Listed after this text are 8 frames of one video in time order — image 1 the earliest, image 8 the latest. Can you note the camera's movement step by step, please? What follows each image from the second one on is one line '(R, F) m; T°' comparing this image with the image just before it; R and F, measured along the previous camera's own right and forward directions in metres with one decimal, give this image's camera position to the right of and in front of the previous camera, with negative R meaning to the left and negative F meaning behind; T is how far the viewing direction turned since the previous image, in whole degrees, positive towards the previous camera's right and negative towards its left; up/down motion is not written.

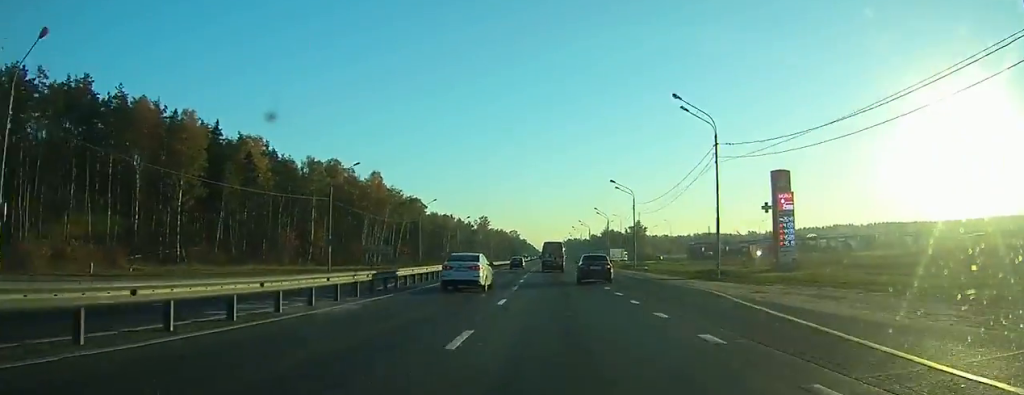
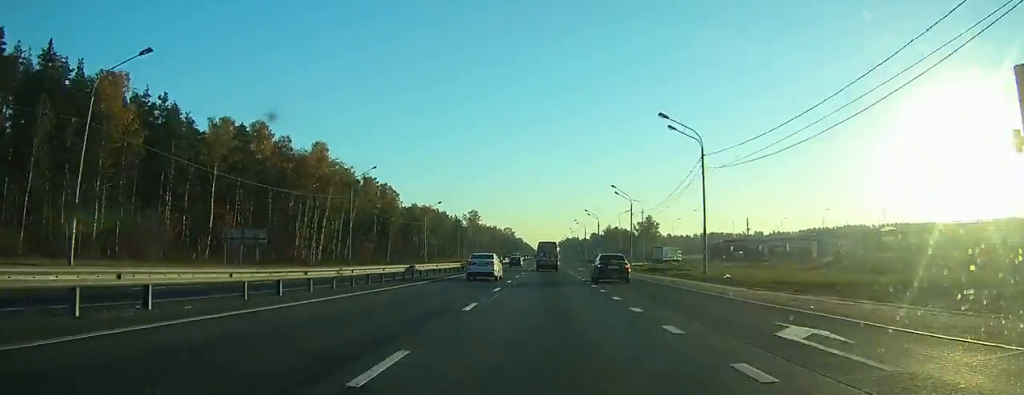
(-0.2, +34.7) m; 0°
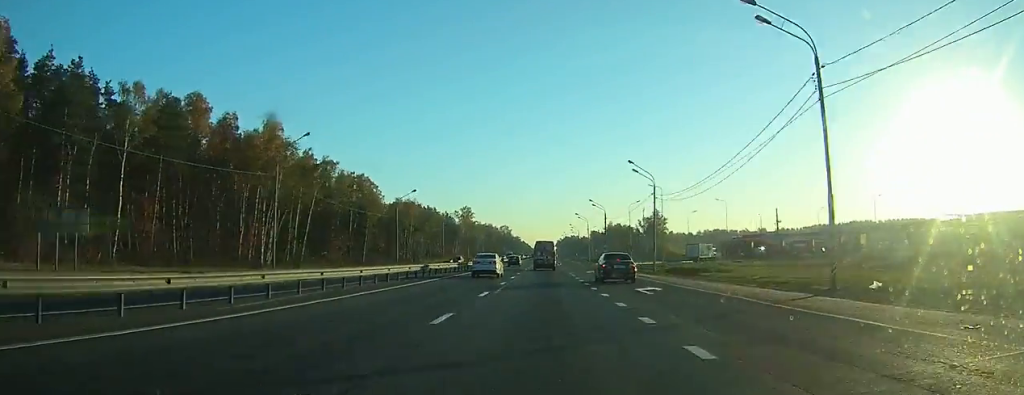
(0.0, +18.0) m; 0°
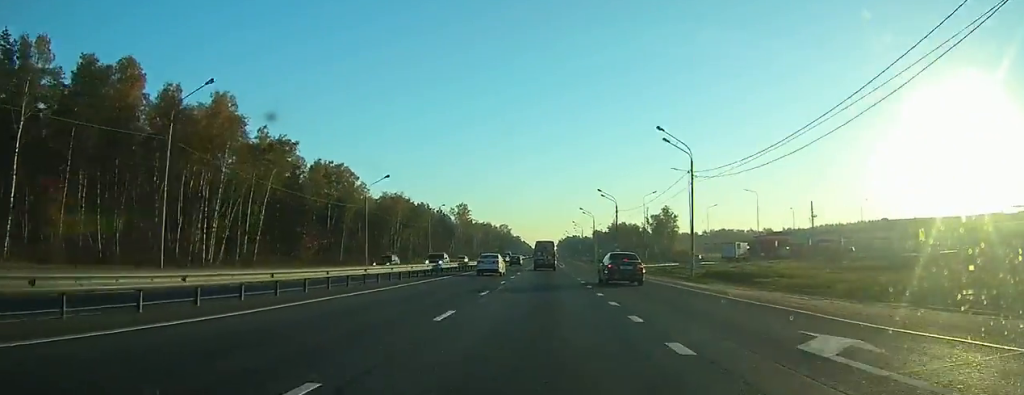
(0.0, +14.7) m; 0°
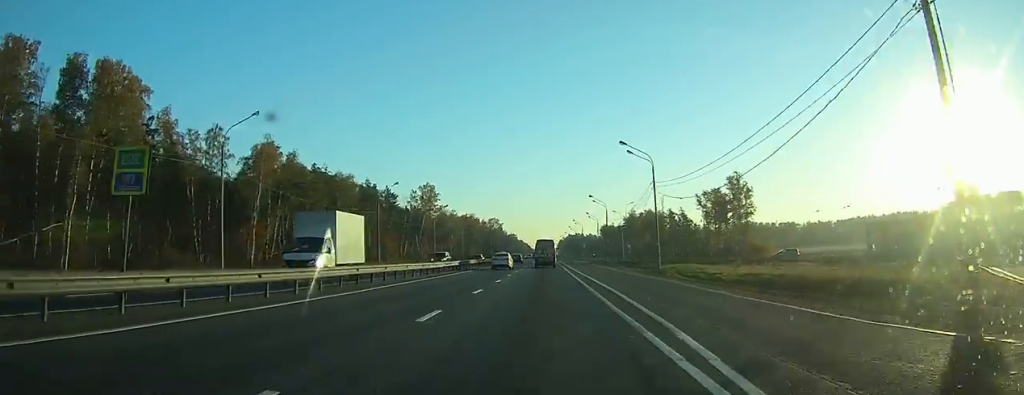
(+0.4, +72.1) m; 0°
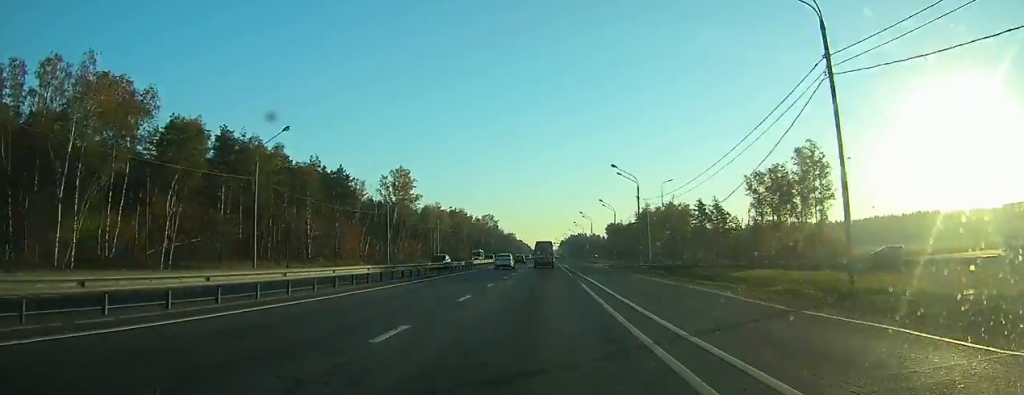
(0.0, +36.4) m; 0°
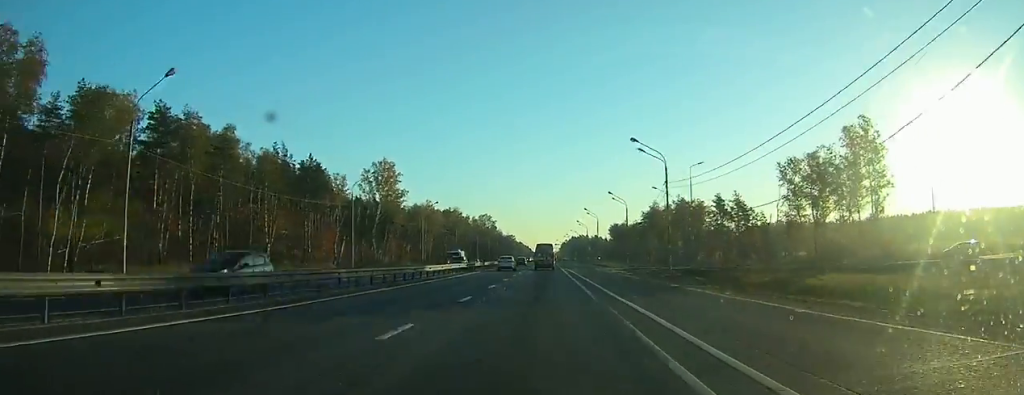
(0.0, +15.8) m; 0°
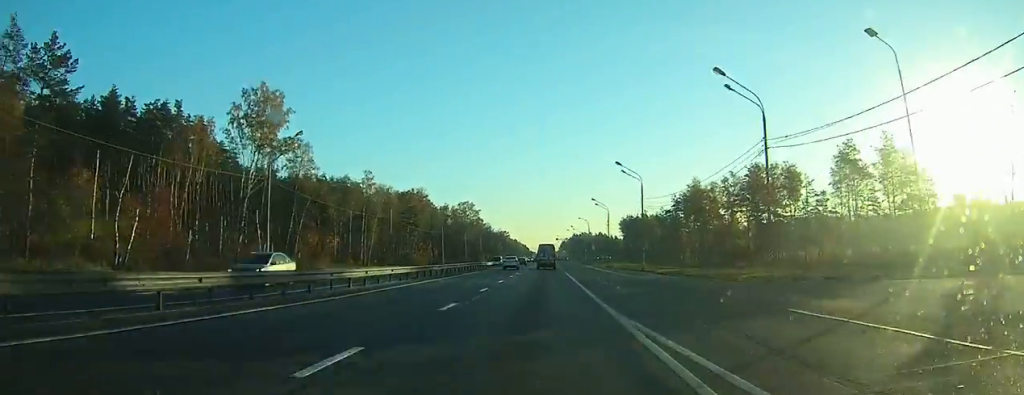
(0.0, +57.9) m; 0°
